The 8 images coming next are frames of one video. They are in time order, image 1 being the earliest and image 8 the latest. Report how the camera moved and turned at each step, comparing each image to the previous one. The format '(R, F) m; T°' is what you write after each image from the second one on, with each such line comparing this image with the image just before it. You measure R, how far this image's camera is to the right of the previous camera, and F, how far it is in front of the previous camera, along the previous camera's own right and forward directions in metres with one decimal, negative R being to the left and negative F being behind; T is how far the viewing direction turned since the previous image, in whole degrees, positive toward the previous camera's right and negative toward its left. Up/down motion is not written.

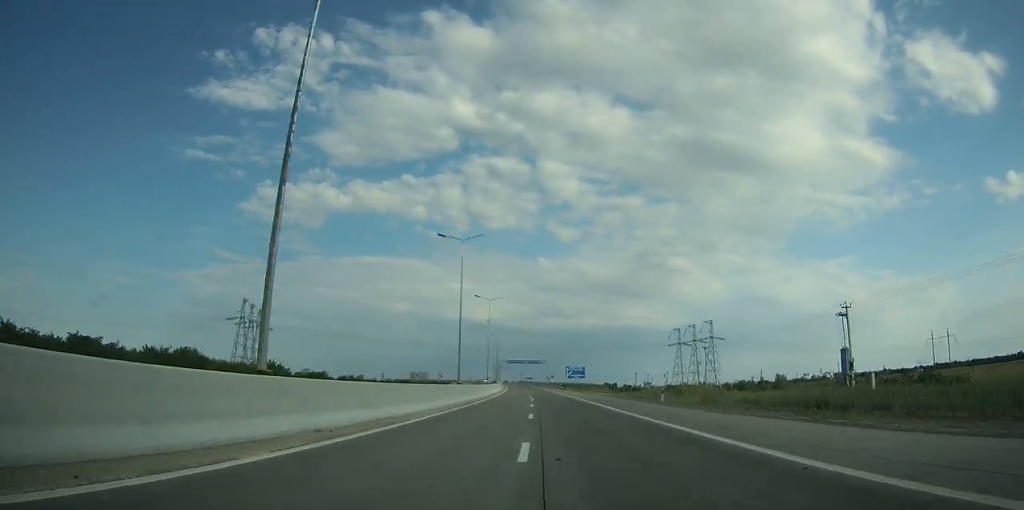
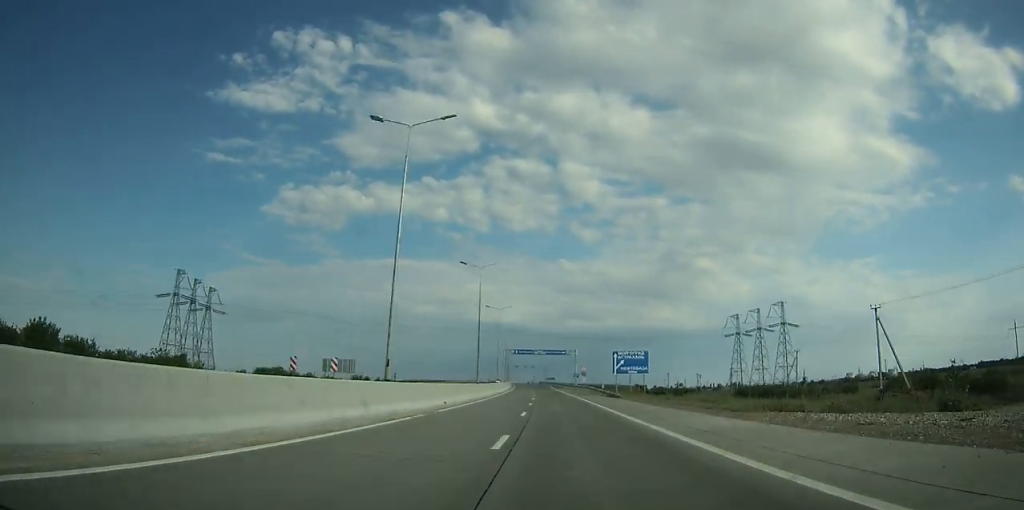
(-0.6, +56.9) m; -2°
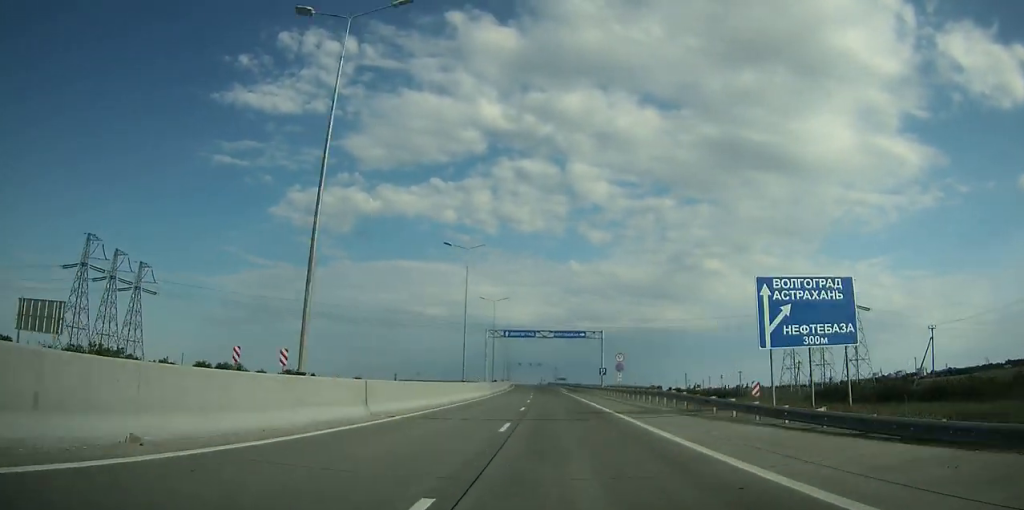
(-0.5, +42.6) m; -1°
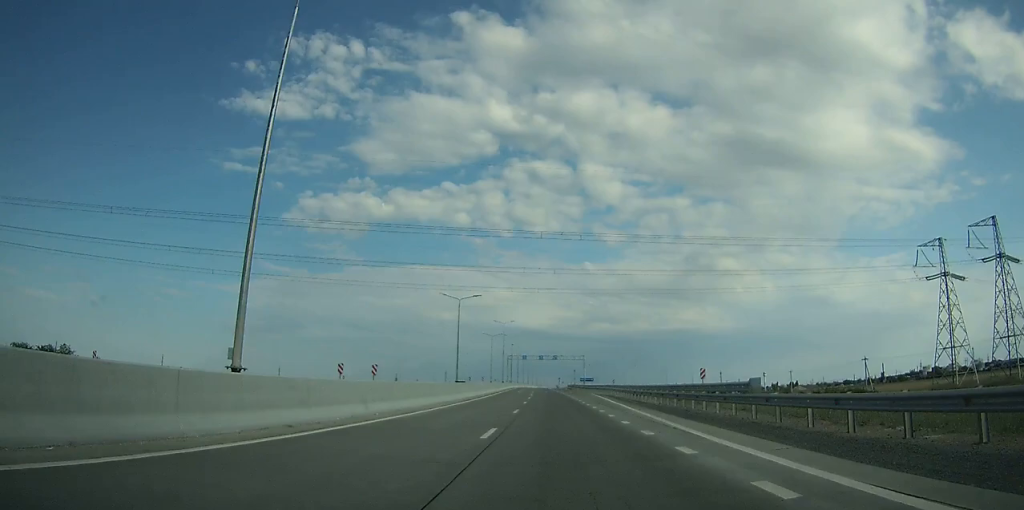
(-1.3, +70.7) m; -2°
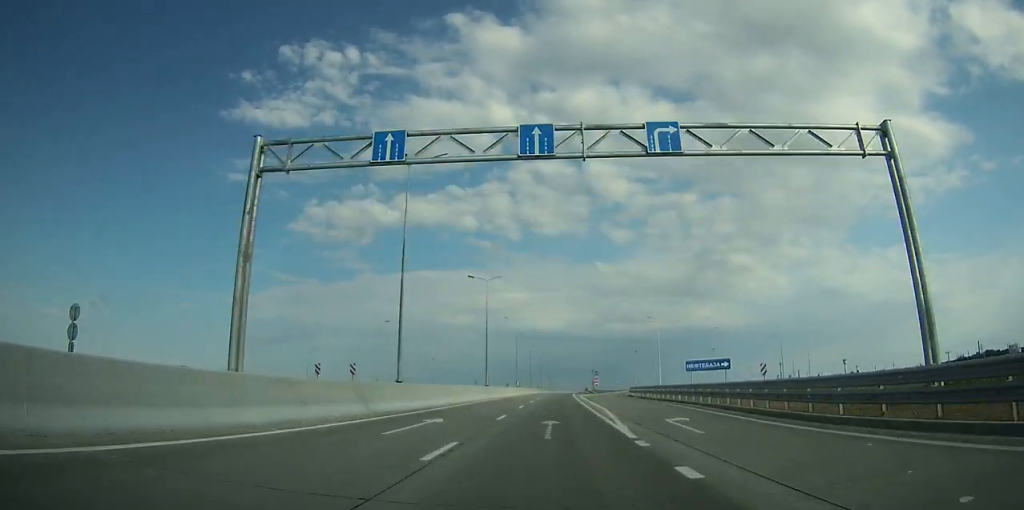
(-1.5, +122.9) m; 0°
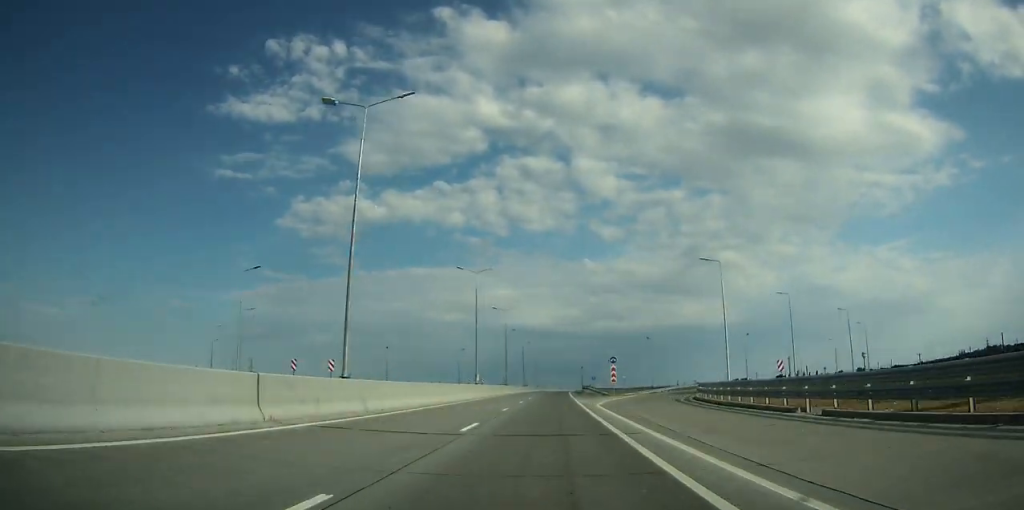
(+0.2, +41.8) m; 0°
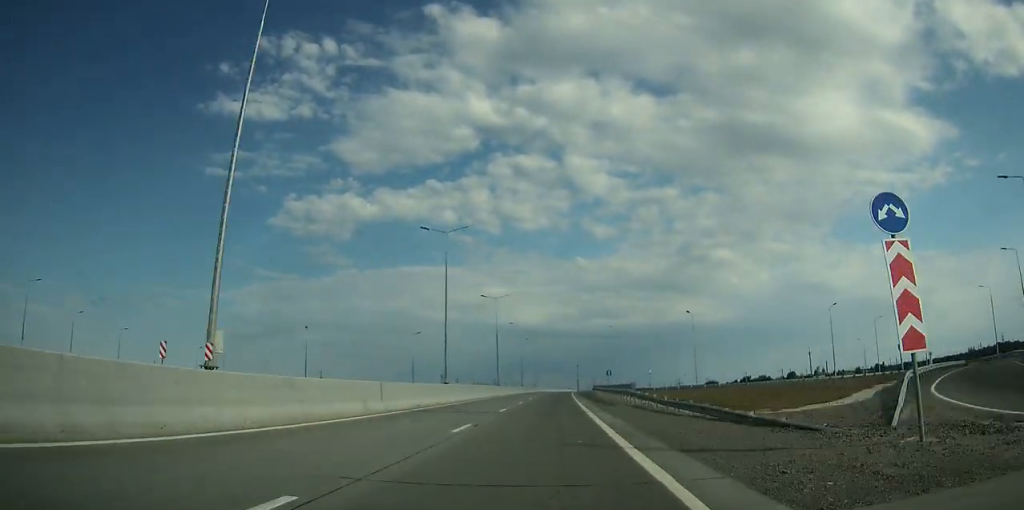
(+0.2, +47.5) m; 0°
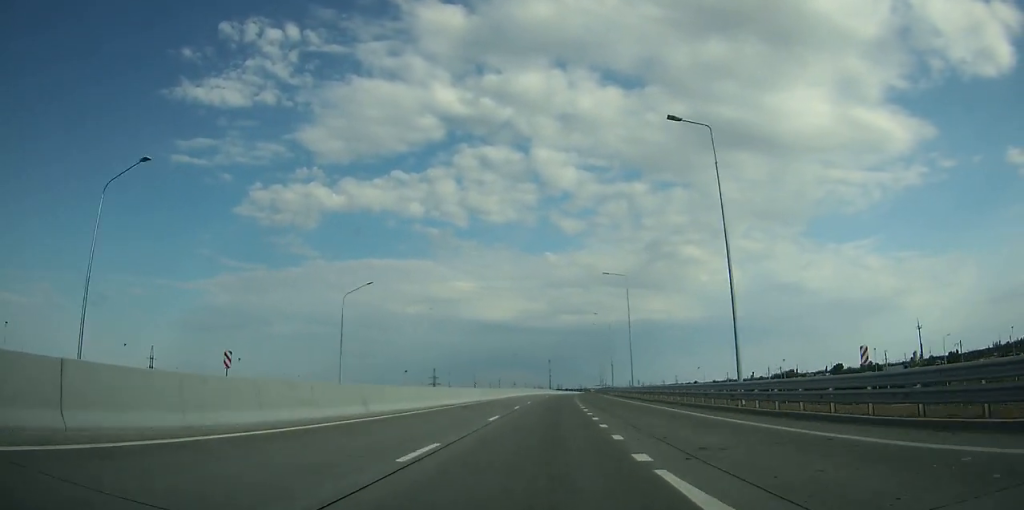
(+3.4, +161.4) m; +3°
